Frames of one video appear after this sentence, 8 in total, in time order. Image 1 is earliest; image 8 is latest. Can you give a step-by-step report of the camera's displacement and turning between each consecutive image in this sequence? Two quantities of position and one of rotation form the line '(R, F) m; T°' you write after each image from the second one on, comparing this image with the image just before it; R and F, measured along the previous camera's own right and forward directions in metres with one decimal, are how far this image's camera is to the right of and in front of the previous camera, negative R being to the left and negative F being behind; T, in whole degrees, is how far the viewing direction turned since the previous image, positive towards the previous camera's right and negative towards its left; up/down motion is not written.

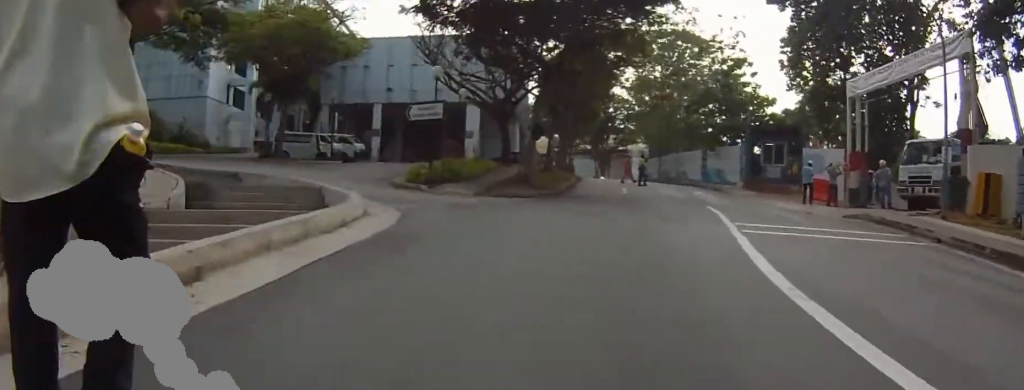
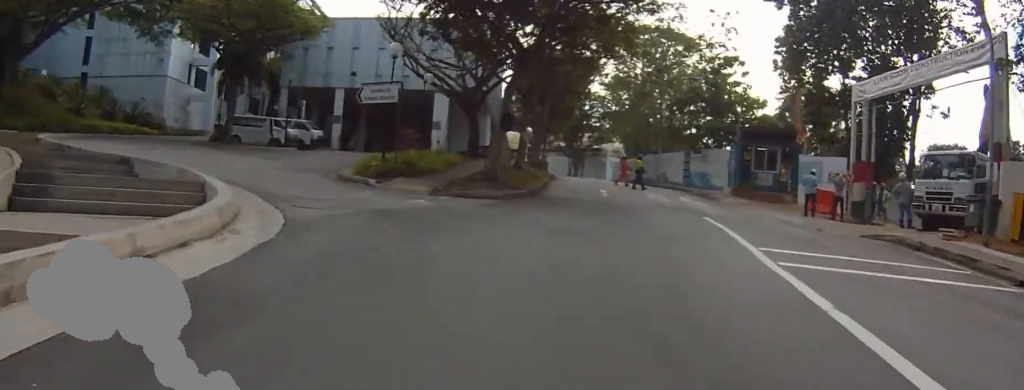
(+0.8, +4.8) m; +8°
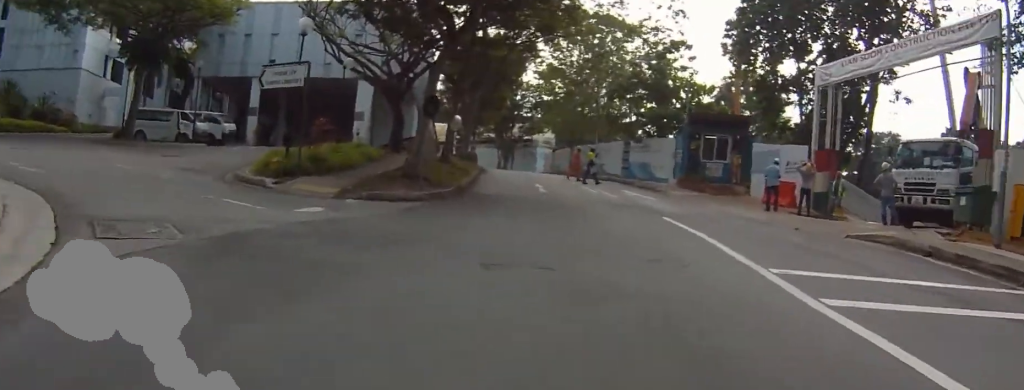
(+0.3, +4.5) m; +1°
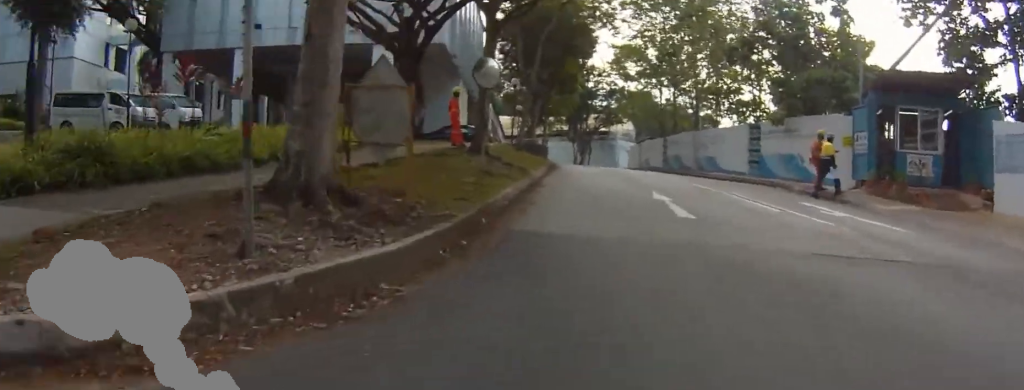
(-2.1, +17.9) m; +1°
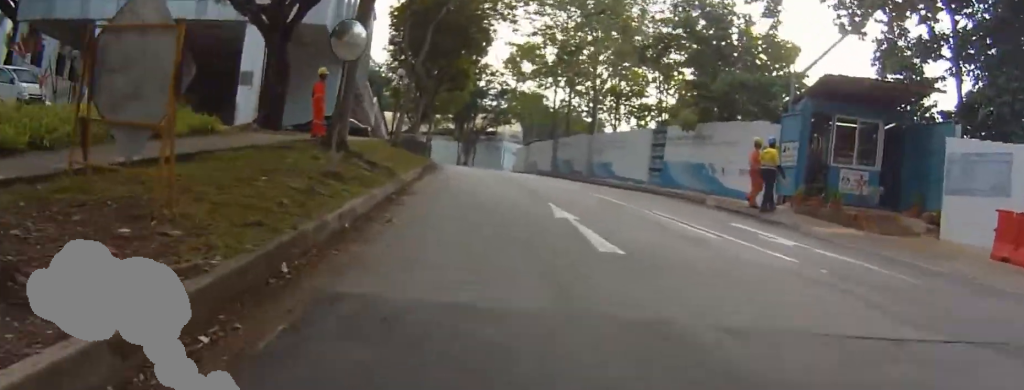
(+0.1, +3.2) m; +2°
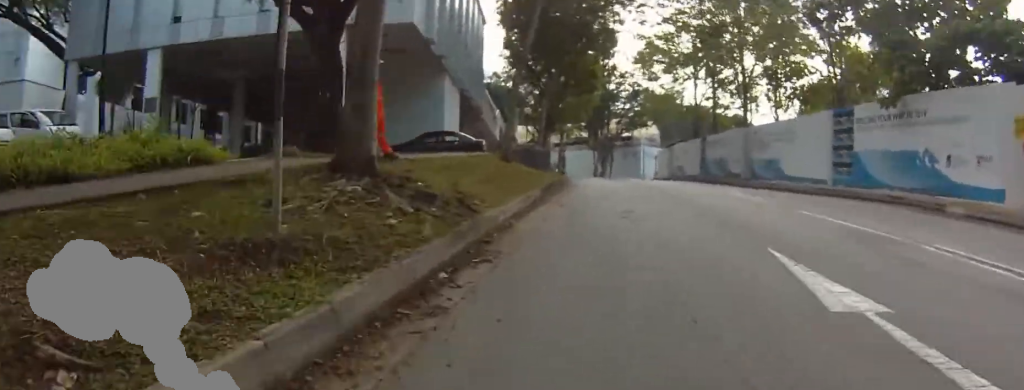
(0.0, +5.0) m; 0°
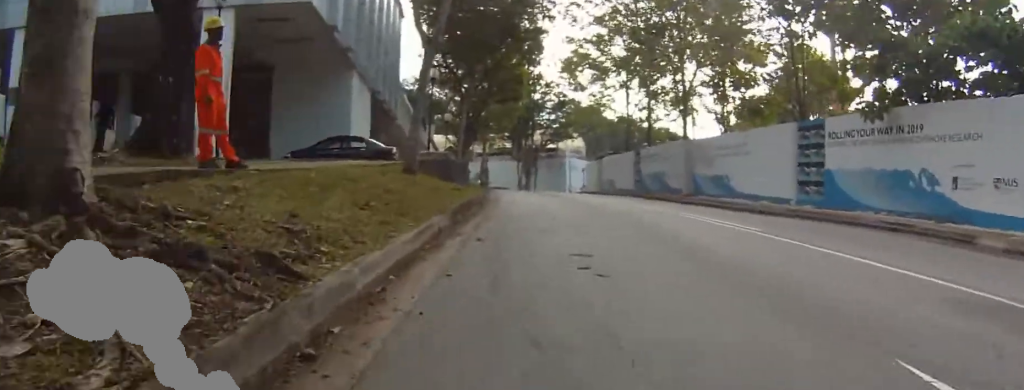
(0.0, +3.4) m; 0°
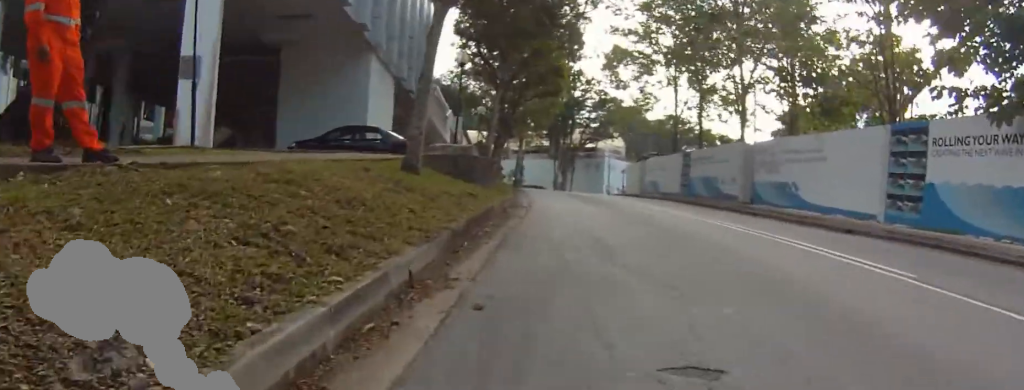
(0.0, +3.6) m; 0°
